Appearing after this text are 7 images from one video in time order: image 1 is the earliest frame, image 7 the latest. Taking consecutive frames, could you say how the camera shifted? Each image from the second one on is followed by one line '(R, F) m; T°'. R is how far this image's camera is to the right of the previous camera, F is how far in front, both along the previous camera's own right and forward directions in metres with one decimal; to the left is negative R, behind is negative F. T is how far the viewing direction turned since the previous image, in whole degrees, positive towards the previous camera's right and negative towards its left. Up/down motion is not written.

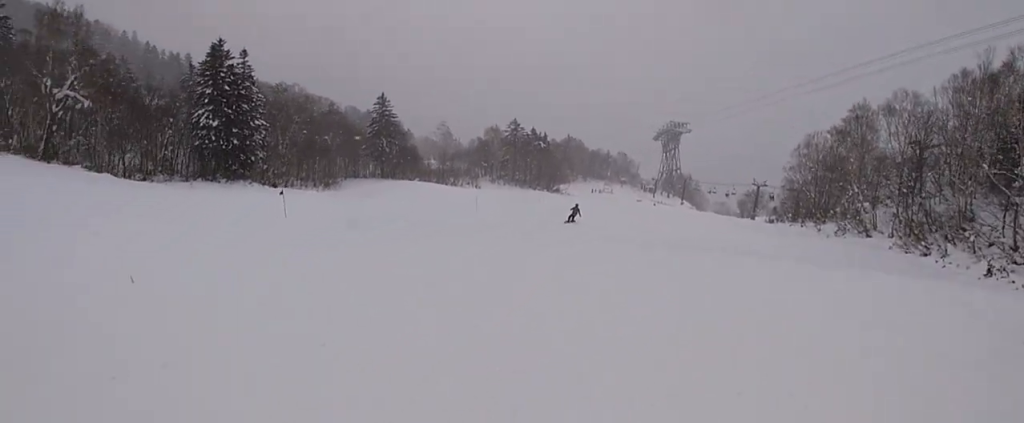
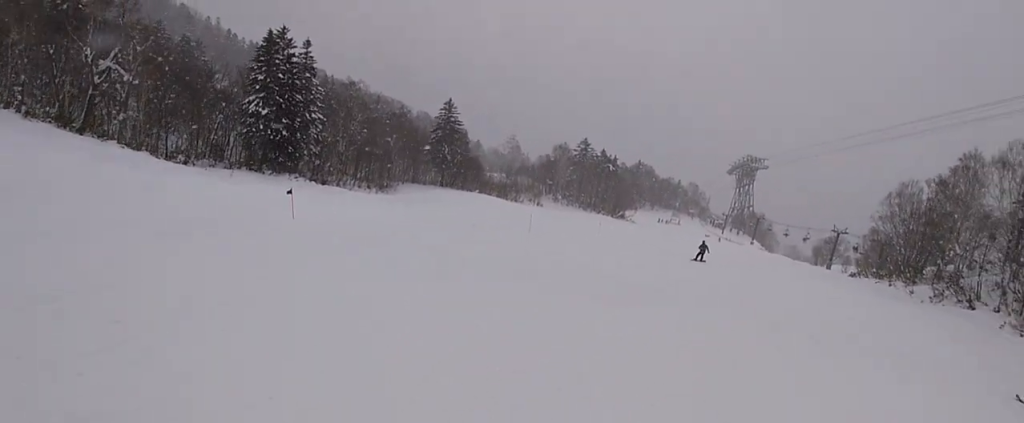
(-0.6, +6.2) m; 0°
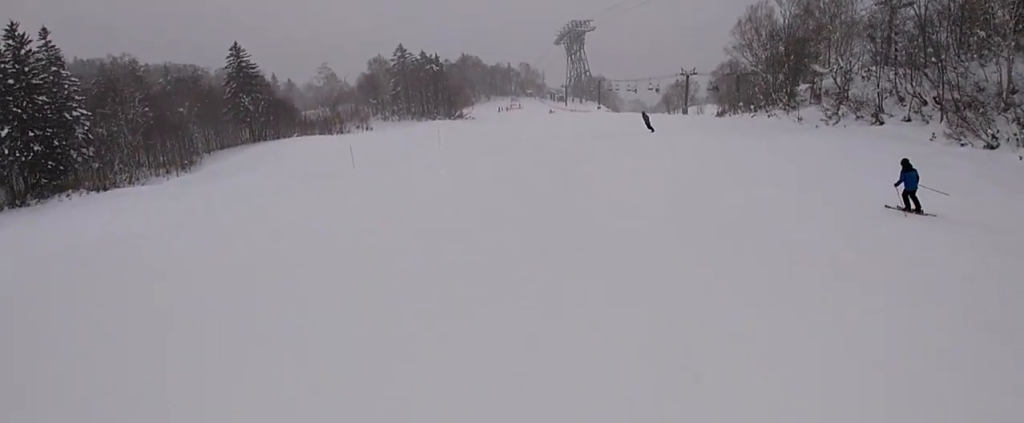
(+1.1, +10.2) m; +5°
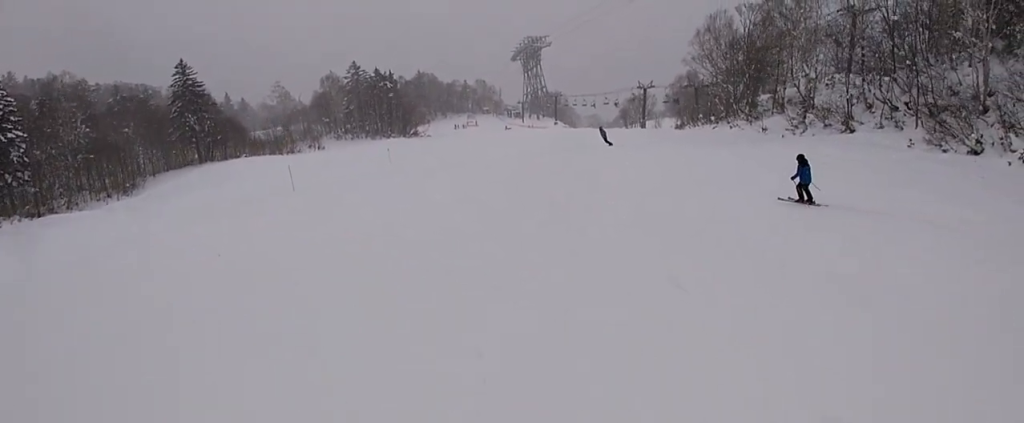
(-0.2, +3.3) m; 0°
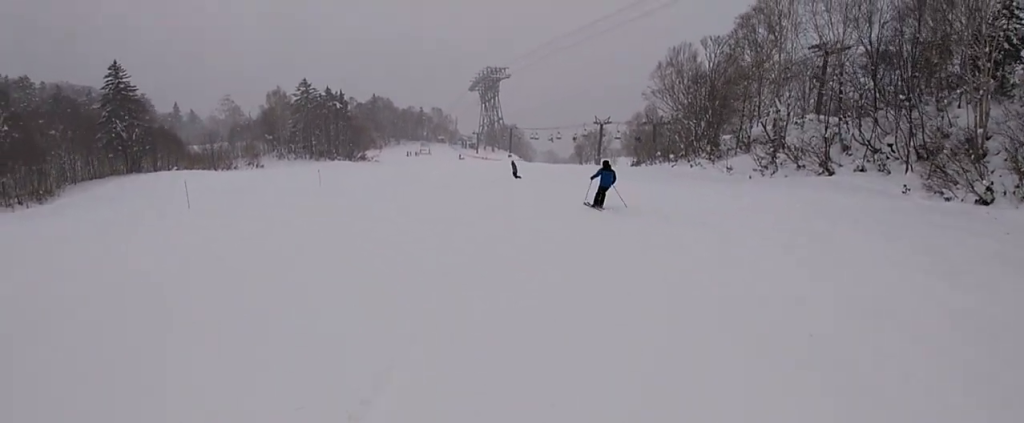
(0.0, +6.0) m; 0°
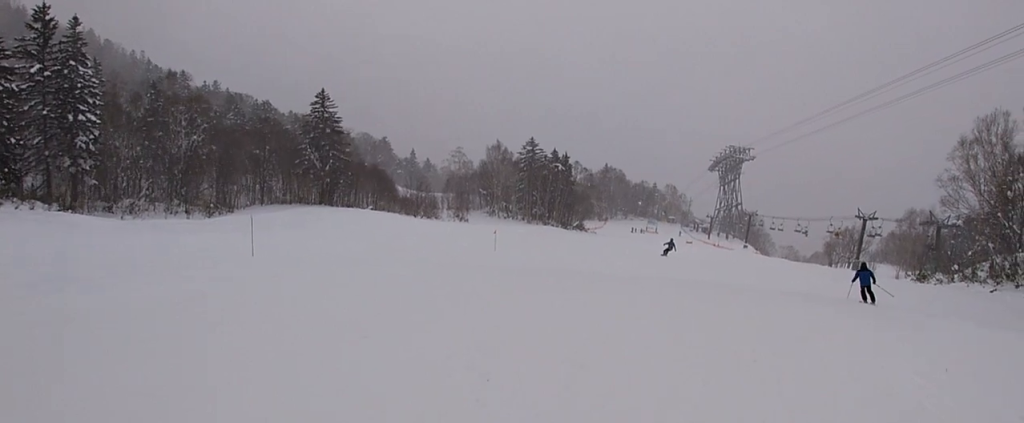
(-0.7, +15.6) m; -1°
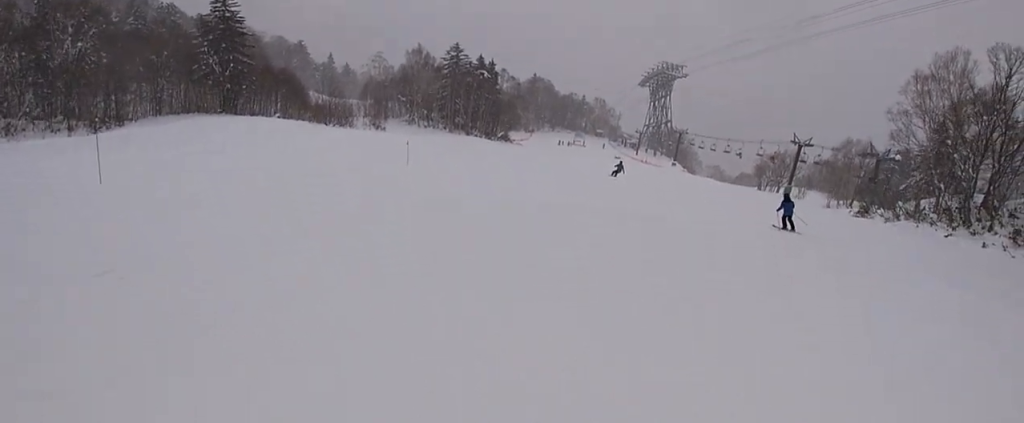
(+0.2, +4.2) m; -4°
